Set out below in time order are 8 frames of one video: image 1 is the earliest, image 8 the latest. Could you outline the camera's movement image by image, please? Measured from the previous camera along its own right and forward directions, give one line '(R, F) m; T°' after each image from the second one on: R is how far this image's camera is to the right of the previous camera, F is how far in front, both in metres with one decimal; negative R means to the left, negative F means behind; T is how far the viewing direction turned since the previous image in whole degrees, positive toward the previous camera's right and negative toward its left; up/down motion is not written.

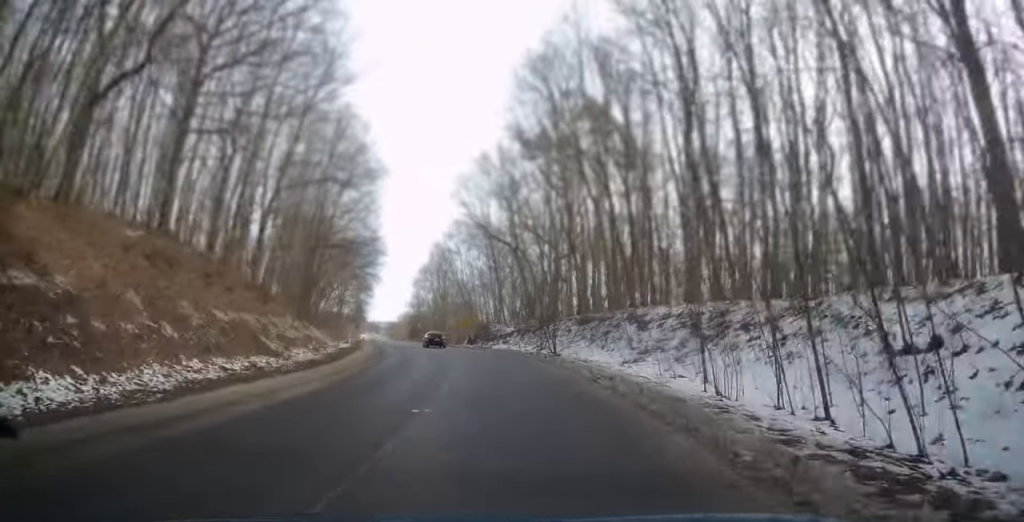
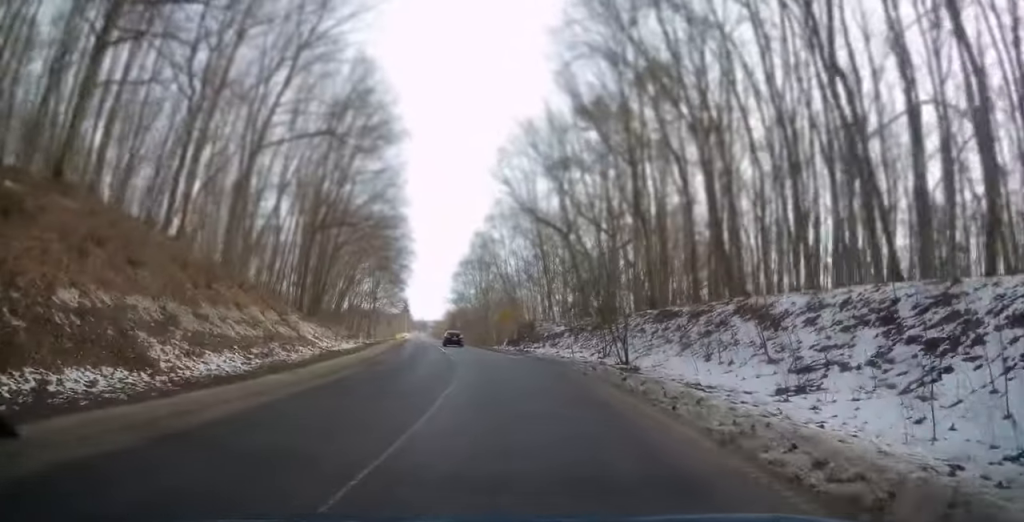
(-0.5, +11.8) m; -3°
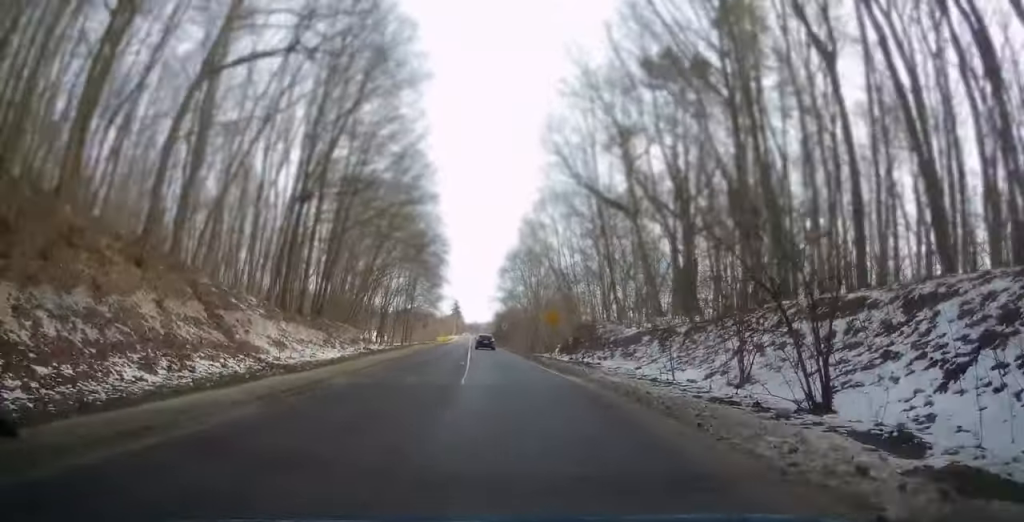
(-0.4, +12.9) m; -3°
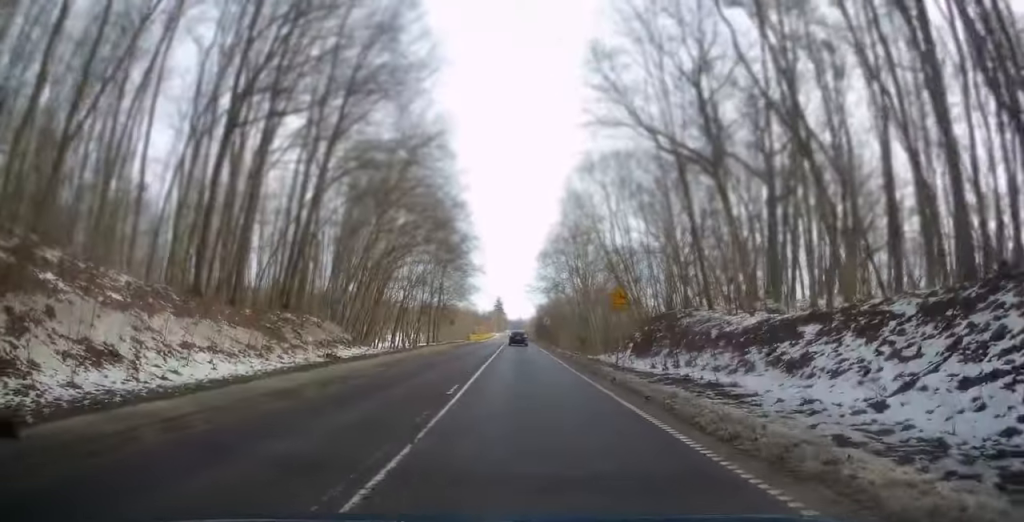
(-0.3, +14.2) m; -3°
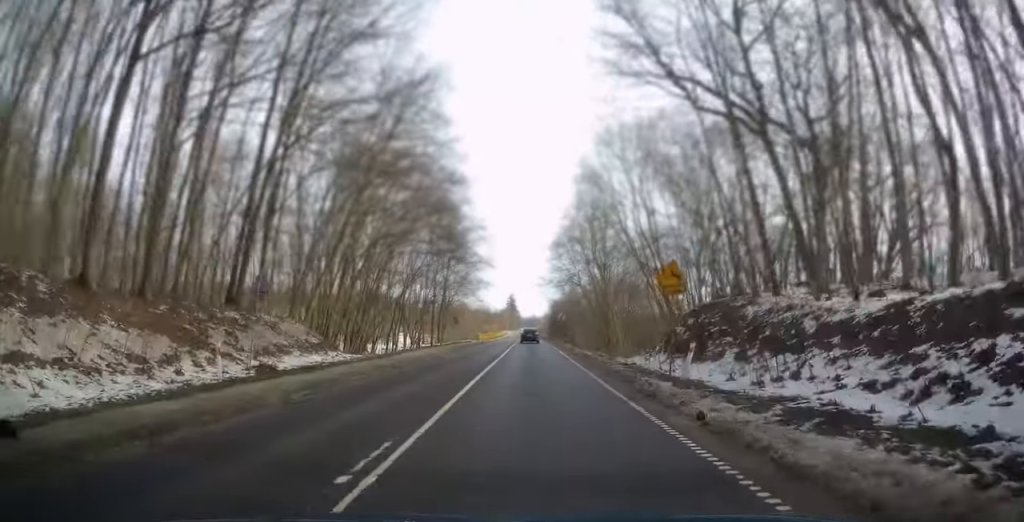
(+0.1, +7.7) m; -2°
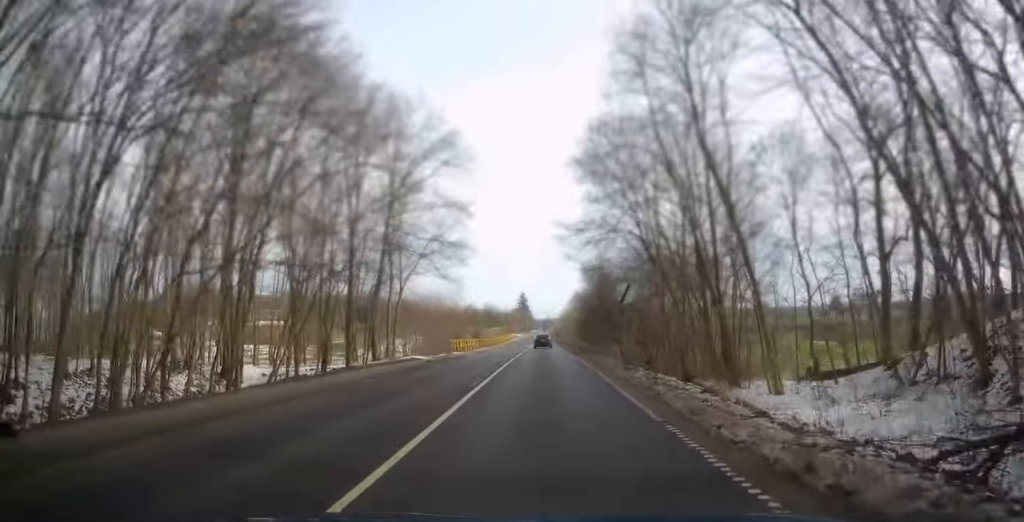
(-2.6, +39.5) m; -6°
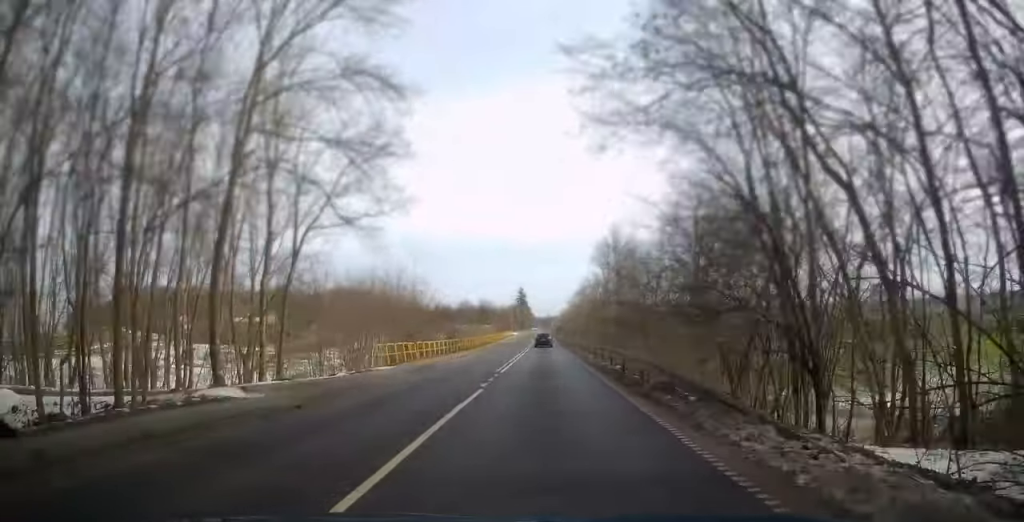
(-0.9, +23.3) m; -2°
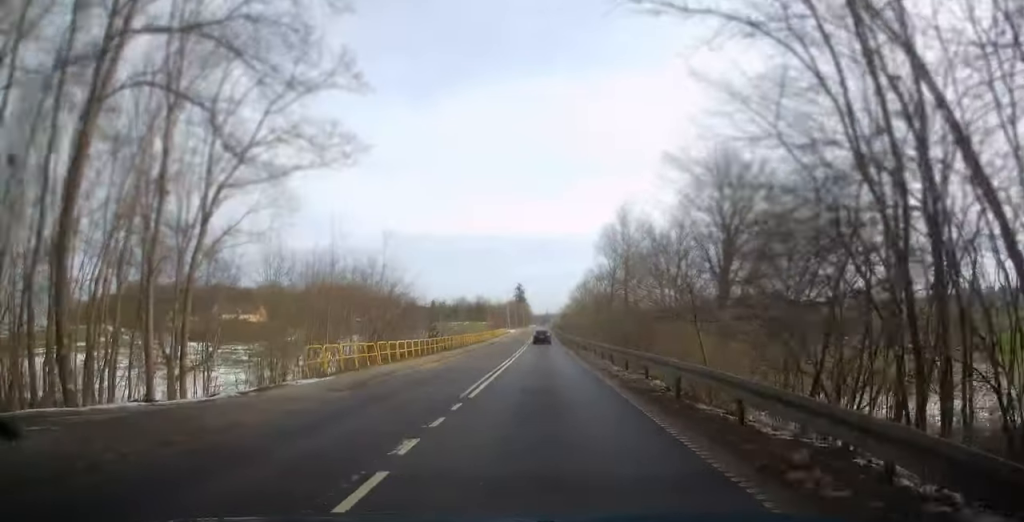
(-0.1, +8.8) m; 0°
